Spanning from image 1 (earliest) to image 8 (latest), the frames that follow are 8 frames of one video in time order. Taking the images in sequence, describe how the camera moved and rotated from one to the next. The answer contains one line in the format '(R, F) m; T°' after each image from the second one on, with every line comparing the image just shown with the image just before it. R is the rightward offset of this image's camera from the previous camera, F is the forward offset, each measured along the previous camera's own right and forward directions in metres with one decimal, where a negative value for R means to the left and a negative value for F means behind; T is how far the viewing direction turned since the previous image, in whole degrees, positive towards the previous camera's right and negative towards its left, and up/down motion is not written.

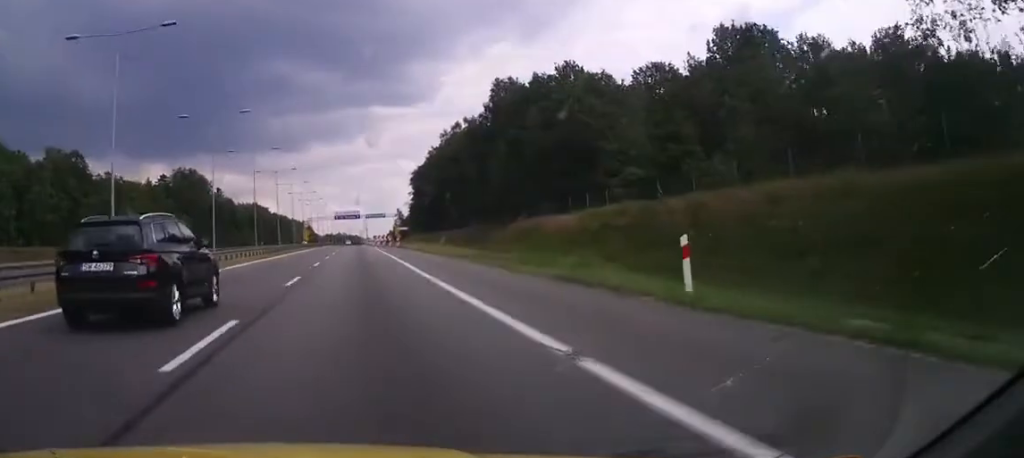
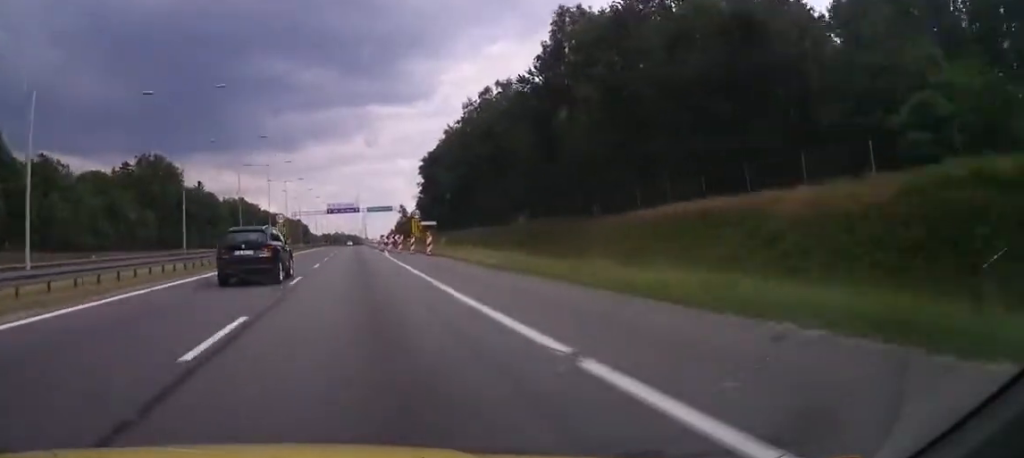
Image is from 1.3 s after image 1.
(0.0, +35.7) m; 0°
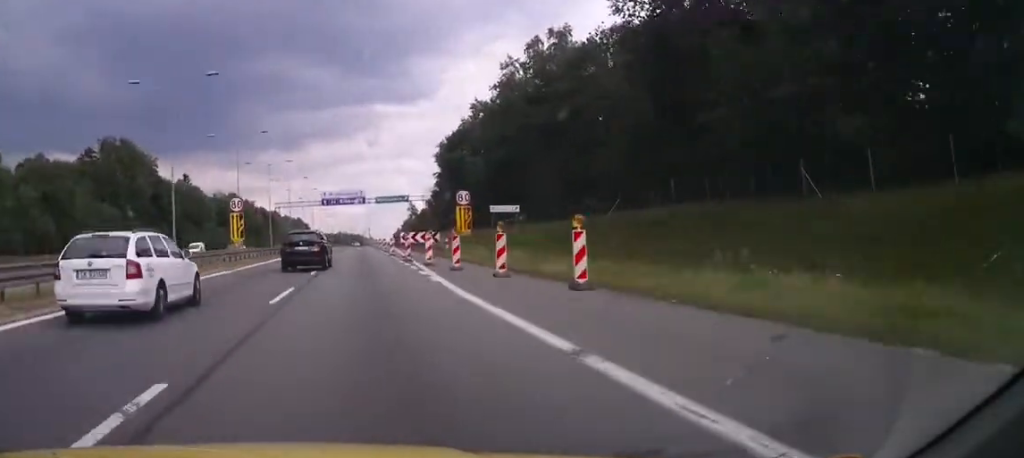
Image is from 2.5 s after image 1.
(+0.2, +29.4) m; 0°
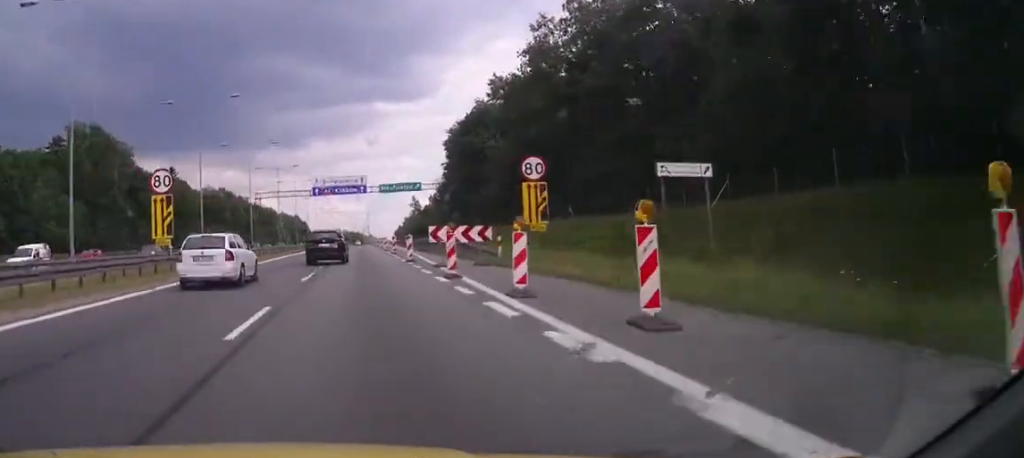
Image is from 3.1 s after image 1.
(0.0, +17.2) m; 0°
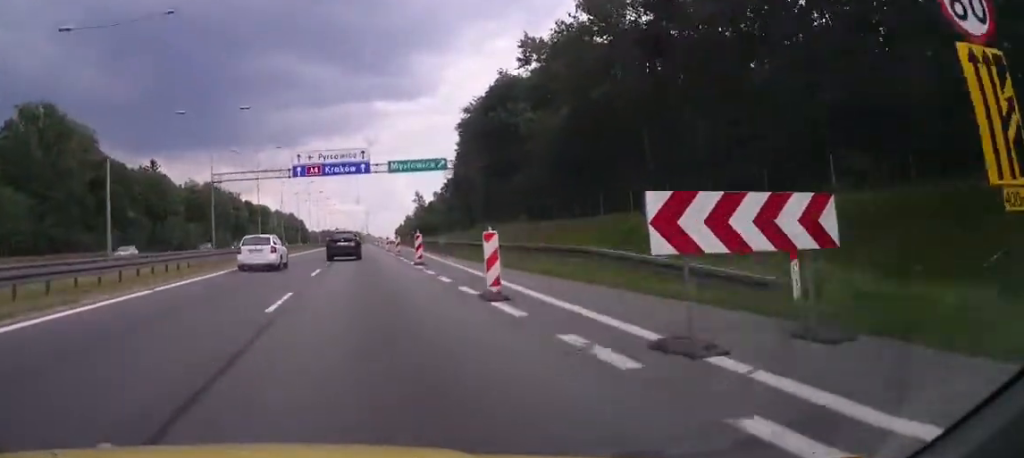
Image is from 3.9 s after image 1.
(-0.7, +20.5) m; 0°
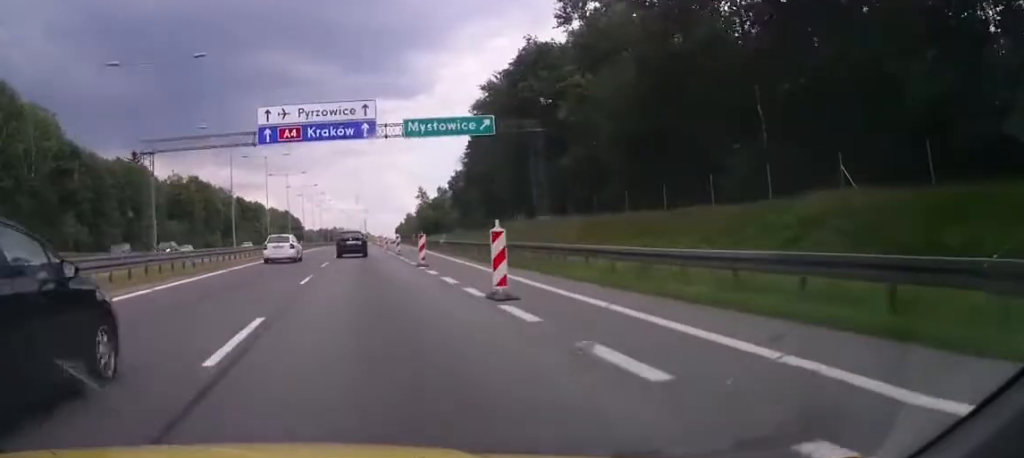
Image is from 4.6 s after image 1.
(+0.5, +17.0) m; +1°
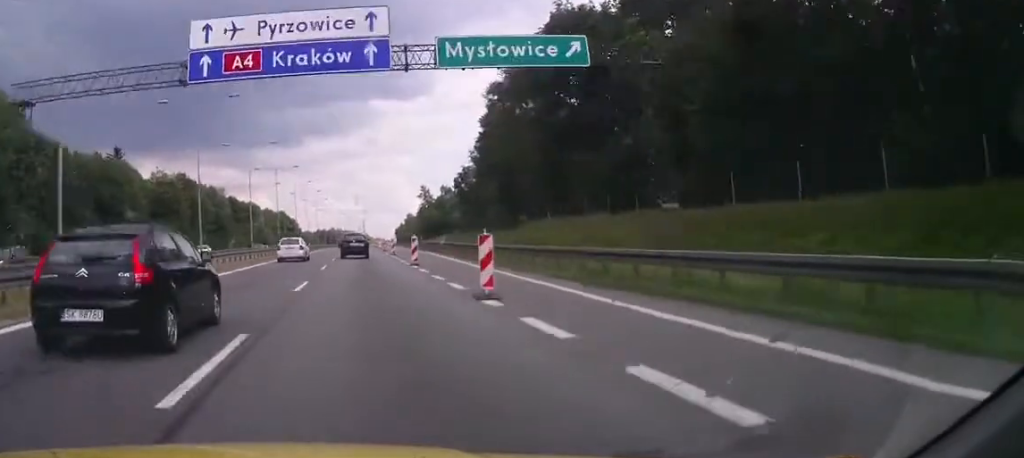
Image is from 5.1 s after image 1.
(+0.1, +13.6) m; 0°
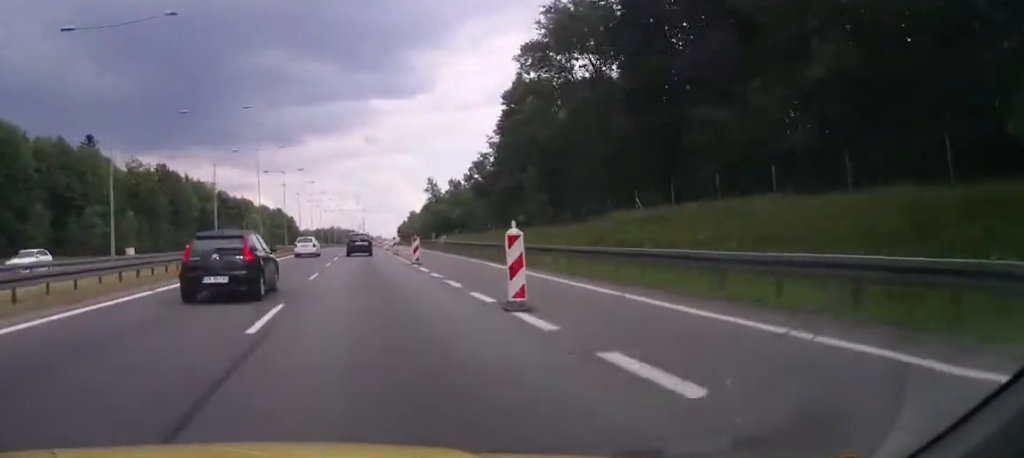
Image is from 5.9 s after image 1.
(0.0, +19.6) m; 0°
